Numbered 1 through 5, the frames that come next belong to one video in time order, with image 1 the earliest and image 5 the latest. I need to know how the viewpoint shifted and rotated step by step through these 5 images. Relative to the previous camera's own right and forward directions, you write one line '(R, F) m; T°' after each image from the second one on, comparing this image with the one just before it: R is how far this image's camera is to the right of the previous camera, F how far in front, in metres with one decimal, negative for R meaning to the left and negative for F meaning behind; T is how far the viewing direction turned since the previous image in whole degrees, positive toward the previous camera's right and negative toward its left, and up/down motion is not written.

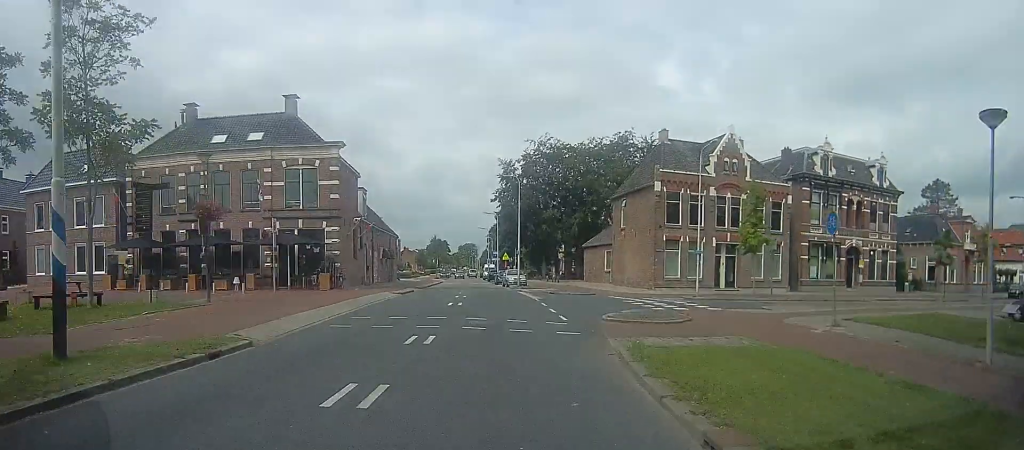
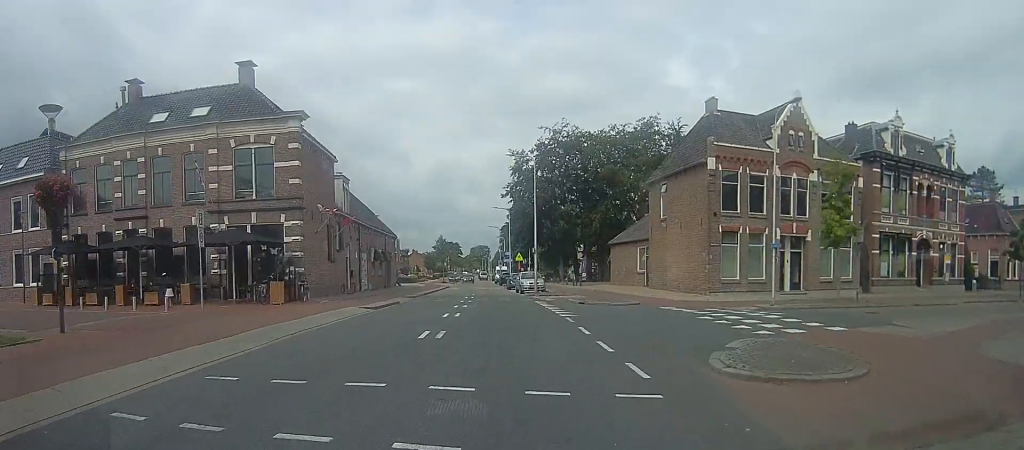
(-0.9, +7.2) m; -6°
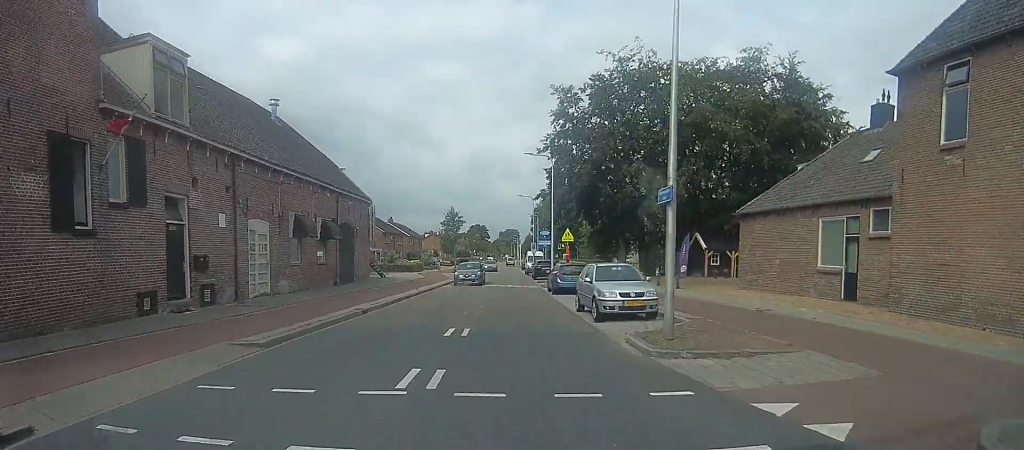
(+2.6, +19.9) m; +6°
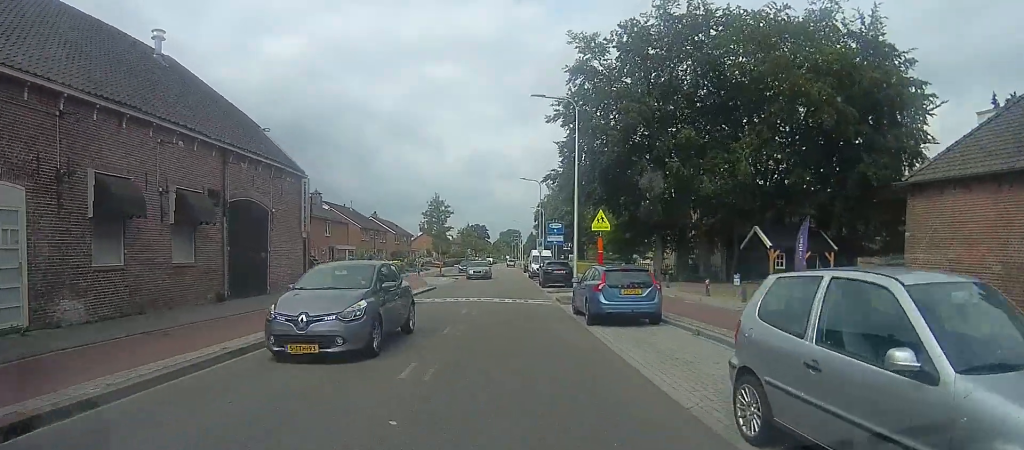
(-1.2, +11.1) m; -7°
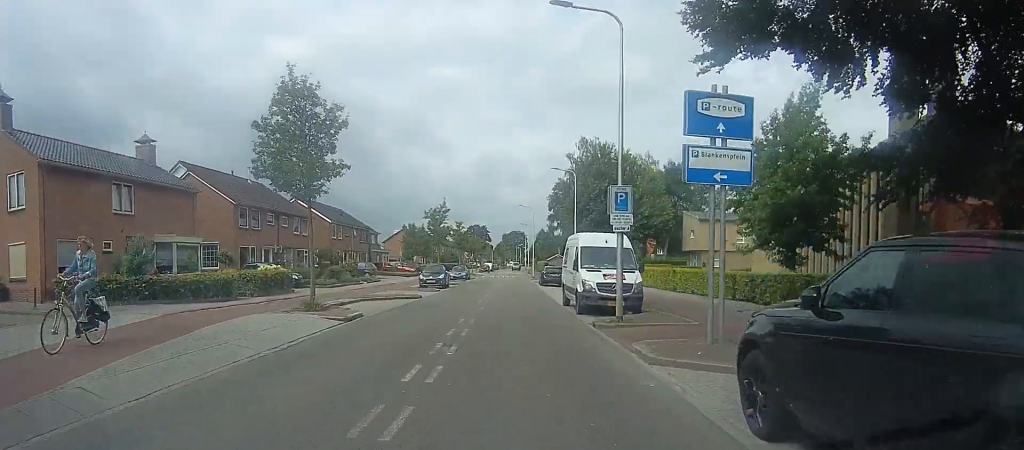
(+2.4, +28.7) m; +10°
